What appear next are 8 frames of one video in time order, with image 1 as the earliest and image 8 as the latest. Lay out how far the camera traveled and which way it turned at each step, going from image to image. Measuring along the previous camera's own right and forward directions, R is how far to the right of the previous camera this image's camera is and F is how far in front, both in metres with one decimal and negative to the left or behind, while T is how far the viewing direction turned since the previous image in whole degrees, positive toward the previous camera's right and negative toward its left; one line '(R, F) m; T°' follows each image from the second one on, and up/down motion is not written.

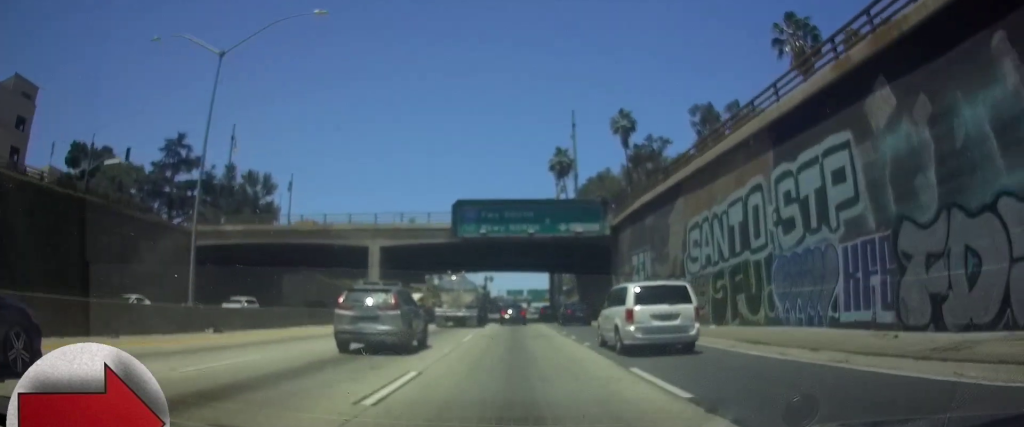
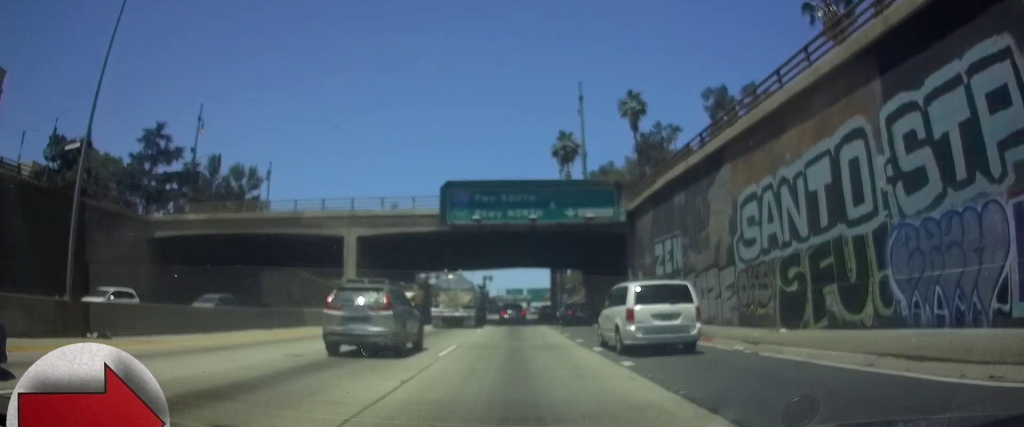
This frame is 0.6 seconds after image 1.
(0.0, +7.3) m; 0°
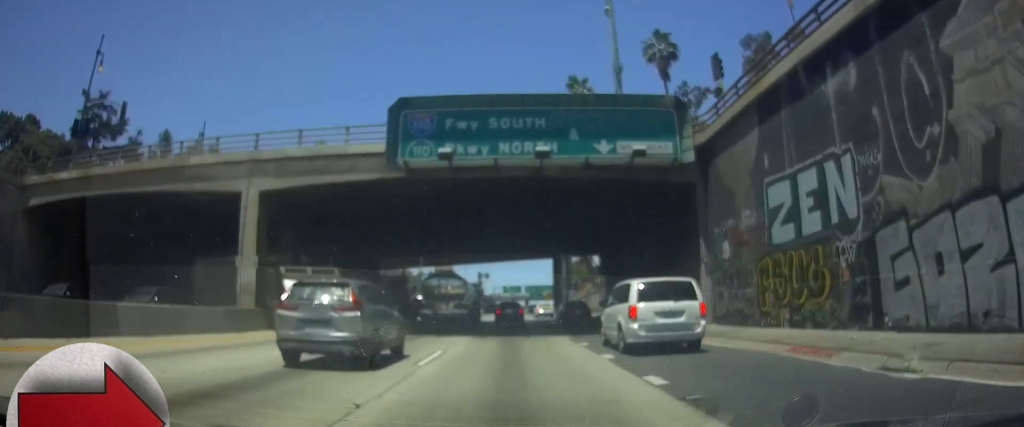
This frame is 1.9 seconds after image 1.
(-0.1, +17.0) m; 0°
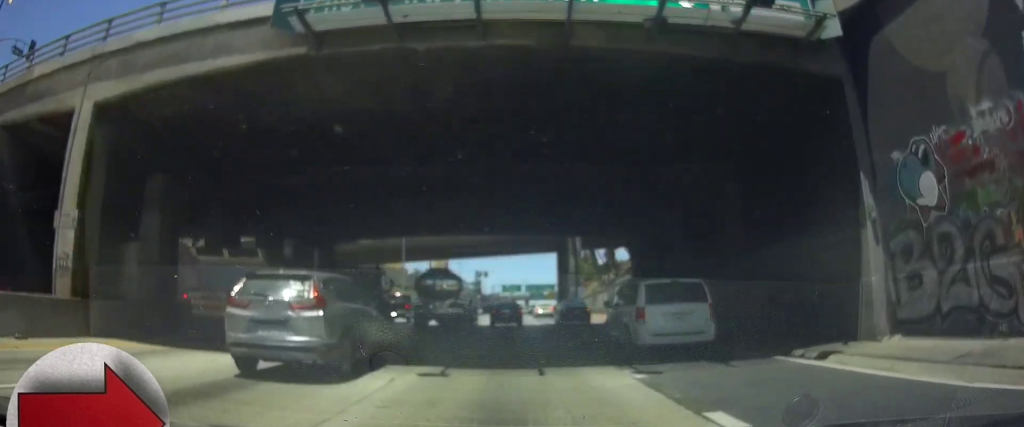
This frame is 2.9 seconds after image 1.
(+0.1, +12.7) m; 0°
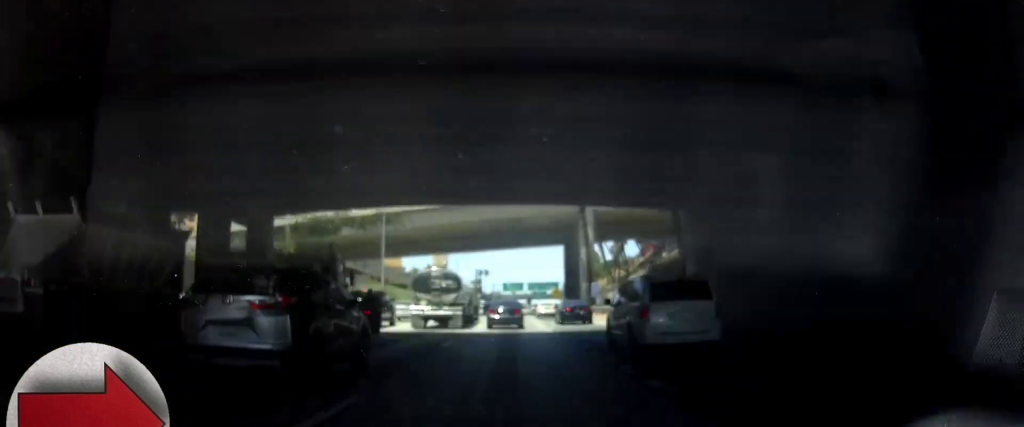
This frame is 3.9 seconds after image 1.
(0.0, +11.0) m; -1°
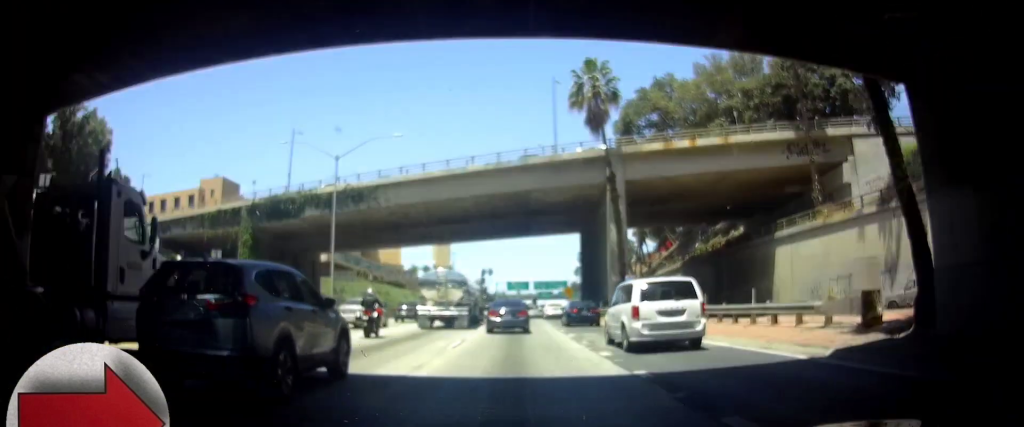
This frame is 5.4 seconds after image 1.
(-0.1, +17.0) m; 0°
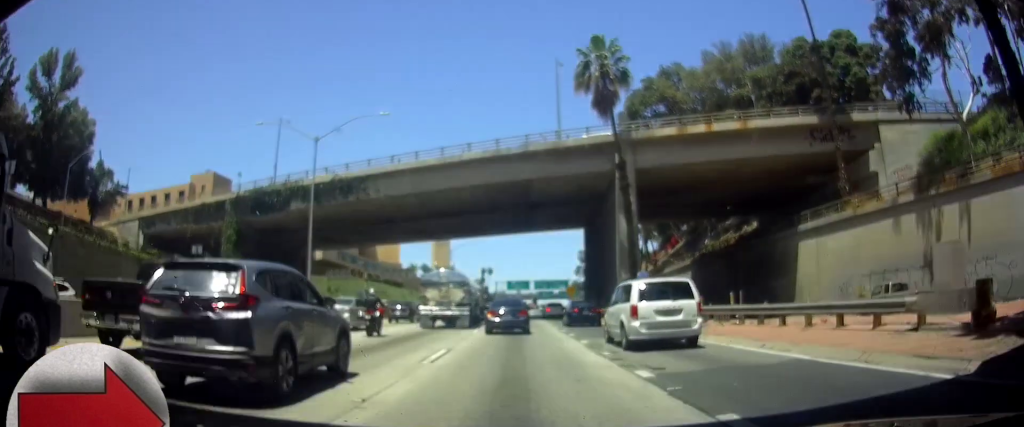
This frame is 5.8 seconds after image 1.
(0.0, +4.5) m; +1°
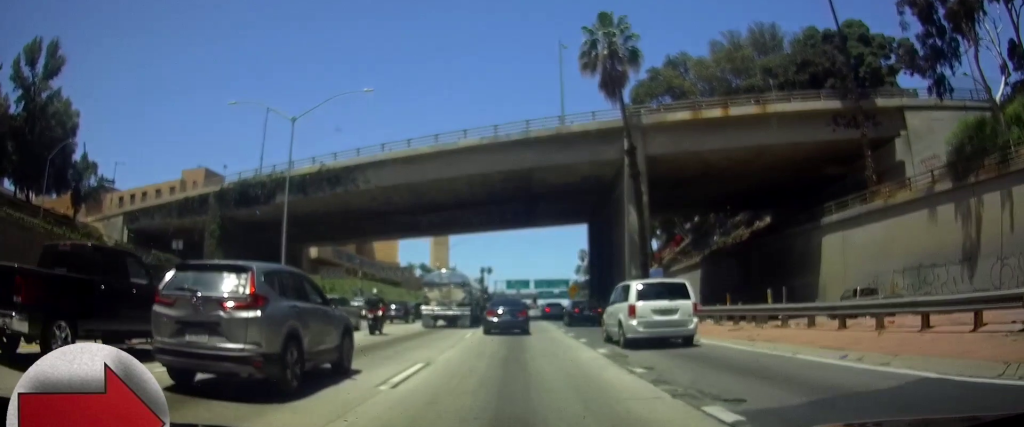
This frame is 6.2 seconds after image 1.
(-0.1, +4.2) m; +1°
